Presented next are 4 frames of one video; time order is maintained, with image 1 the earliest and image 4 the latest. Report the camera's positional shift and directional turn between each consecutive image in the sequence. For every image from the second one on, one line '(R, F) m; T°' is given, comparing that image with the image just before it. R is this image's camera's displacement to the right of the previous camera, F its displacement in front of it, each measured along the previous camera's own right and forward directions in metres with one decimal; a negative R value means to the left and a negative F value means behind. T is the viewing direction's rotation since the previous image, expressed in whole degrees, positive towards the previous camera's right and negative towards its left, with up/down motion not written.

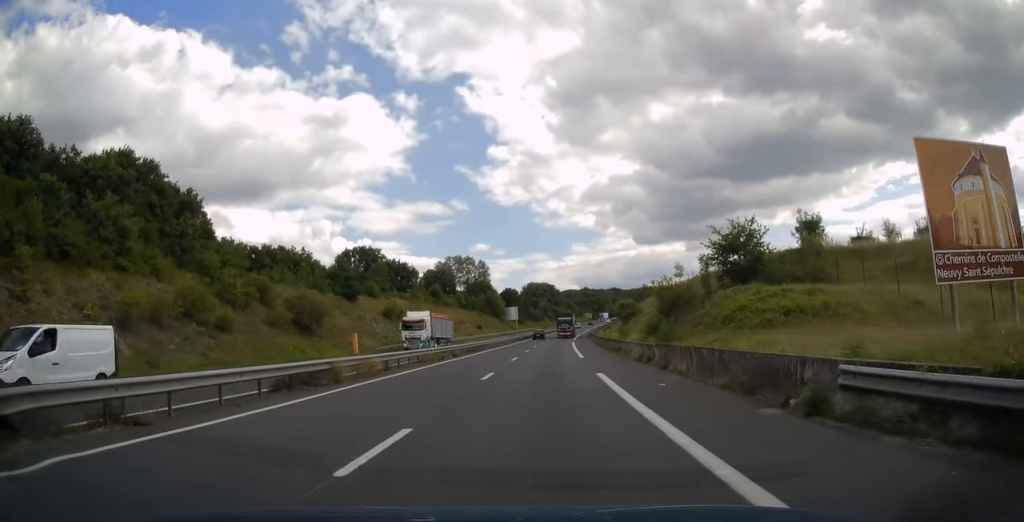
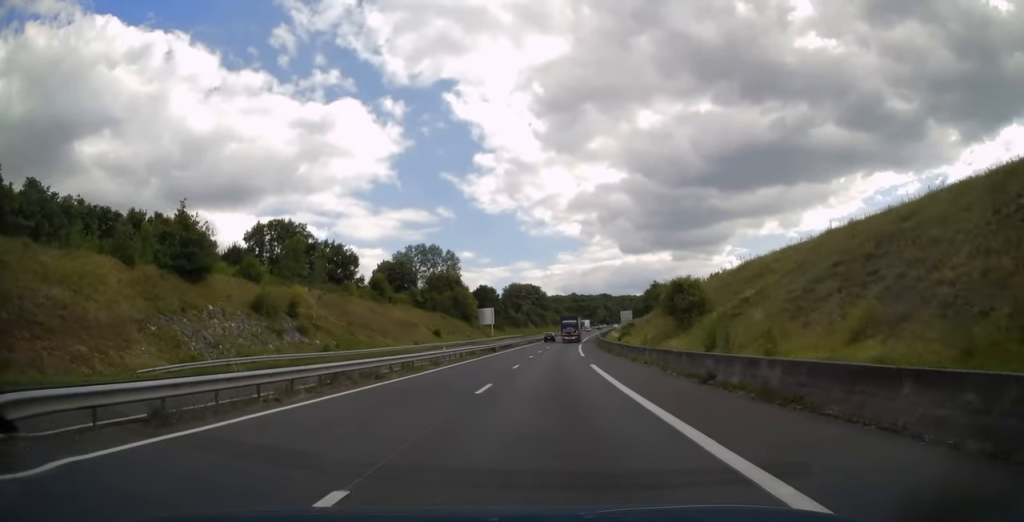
(+0.4, +42.3) m; +1°
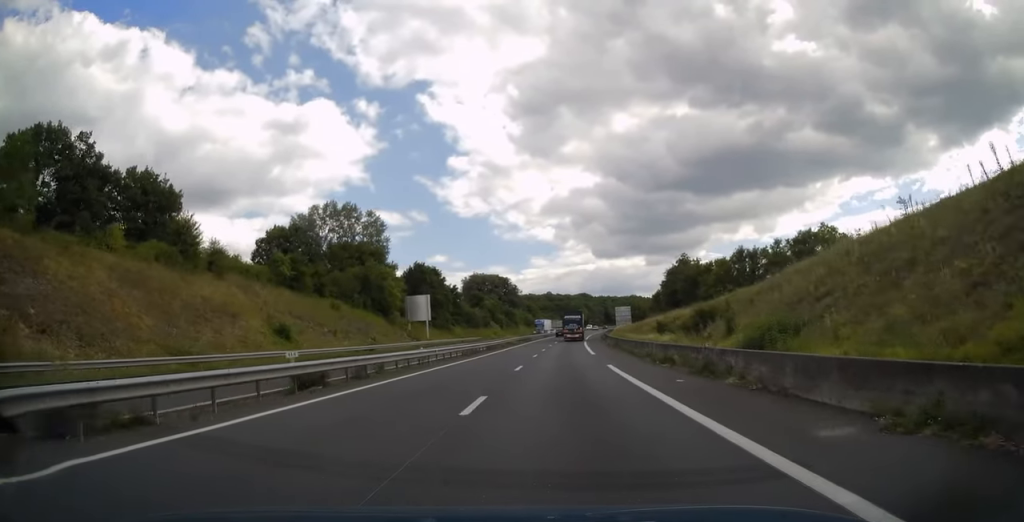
(+1.1, +56.0) m; +3°
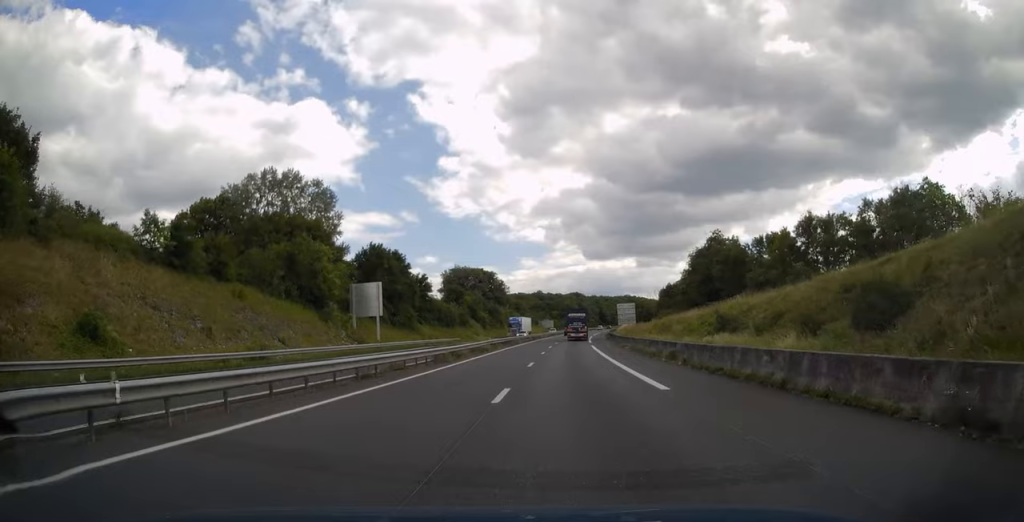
(+0.2, +24.0) m; +1°
